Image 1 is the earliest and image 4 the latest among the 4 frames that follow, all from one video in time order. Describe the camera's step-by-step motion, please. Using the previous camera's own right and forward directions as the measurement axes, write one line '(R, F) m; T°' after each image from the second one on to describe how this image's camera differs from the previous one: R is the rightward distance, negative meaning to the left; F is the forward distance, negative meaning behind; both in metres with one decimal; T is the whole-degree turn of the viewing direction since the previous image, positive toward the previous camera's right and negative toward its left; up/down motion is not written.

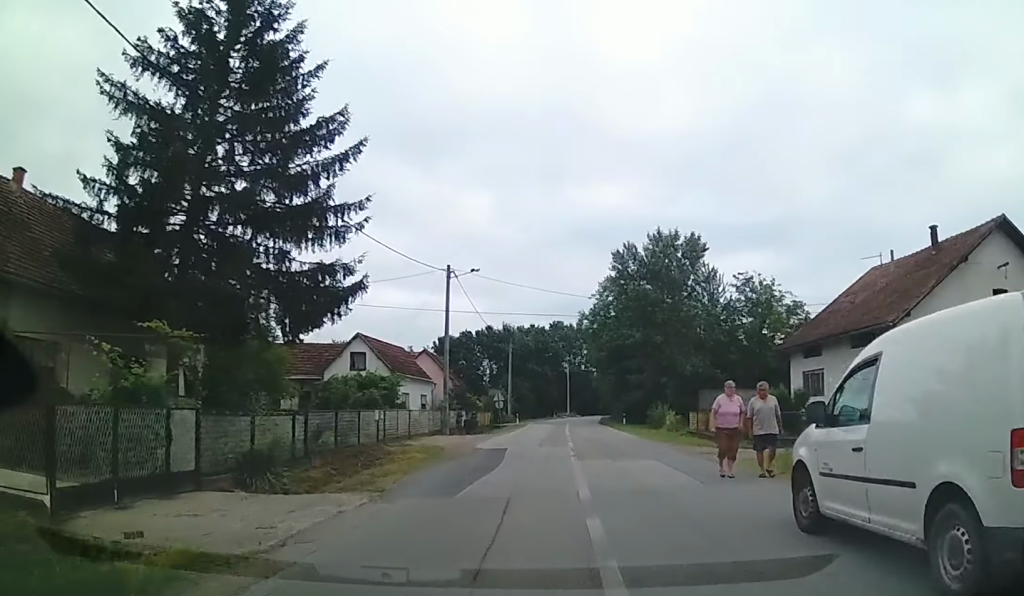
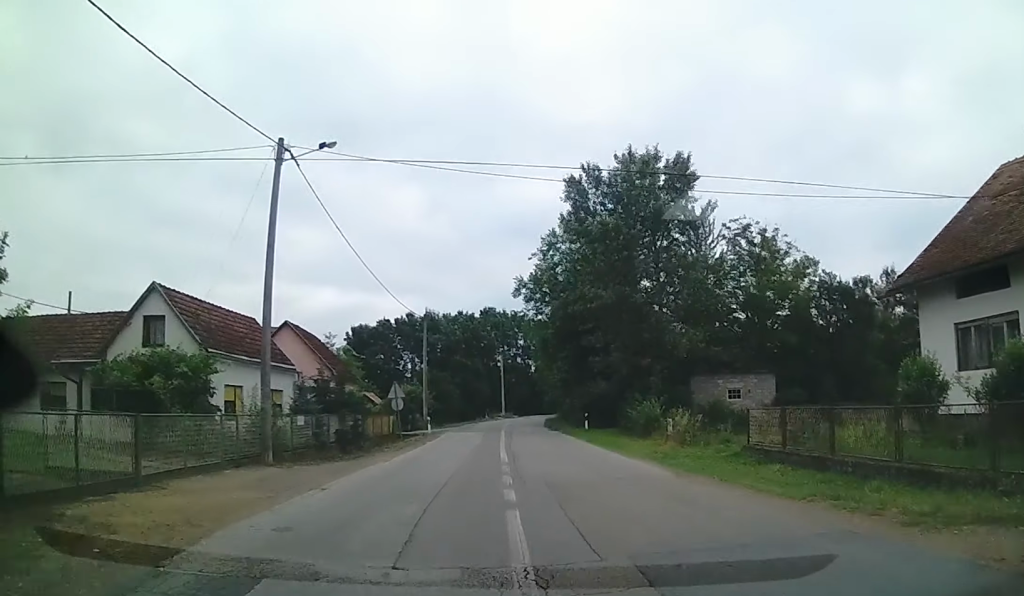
(-0.6, +15.4) m; +2°
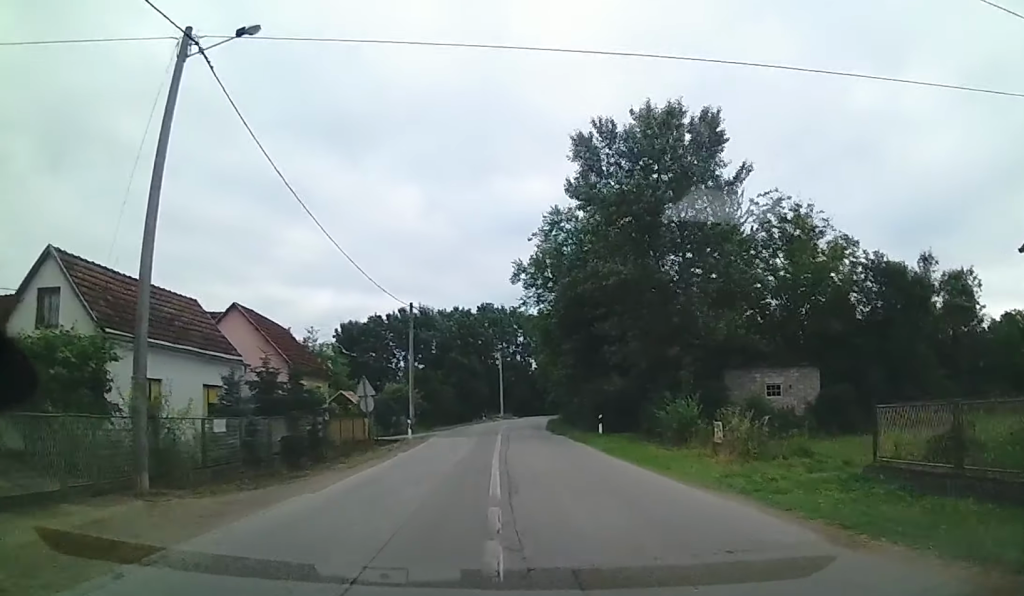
(+0.6, +6.1) m; +2°
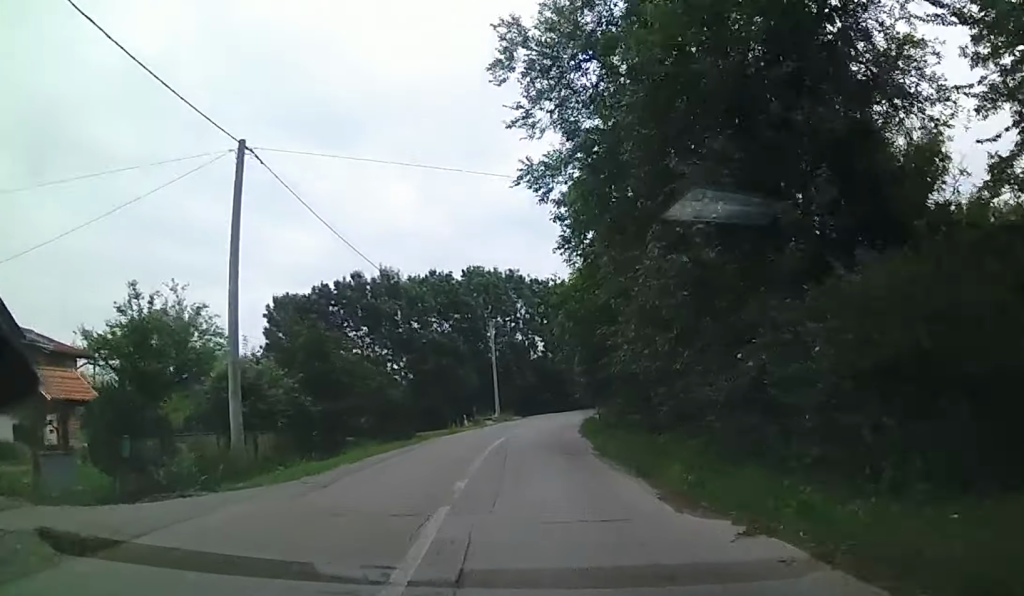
(+0.2, +27.8) m; -1°
